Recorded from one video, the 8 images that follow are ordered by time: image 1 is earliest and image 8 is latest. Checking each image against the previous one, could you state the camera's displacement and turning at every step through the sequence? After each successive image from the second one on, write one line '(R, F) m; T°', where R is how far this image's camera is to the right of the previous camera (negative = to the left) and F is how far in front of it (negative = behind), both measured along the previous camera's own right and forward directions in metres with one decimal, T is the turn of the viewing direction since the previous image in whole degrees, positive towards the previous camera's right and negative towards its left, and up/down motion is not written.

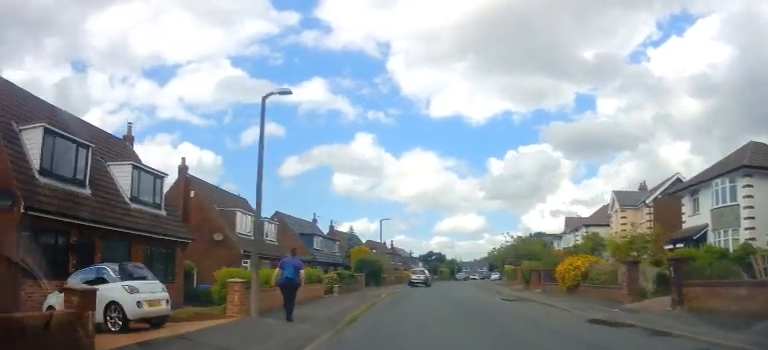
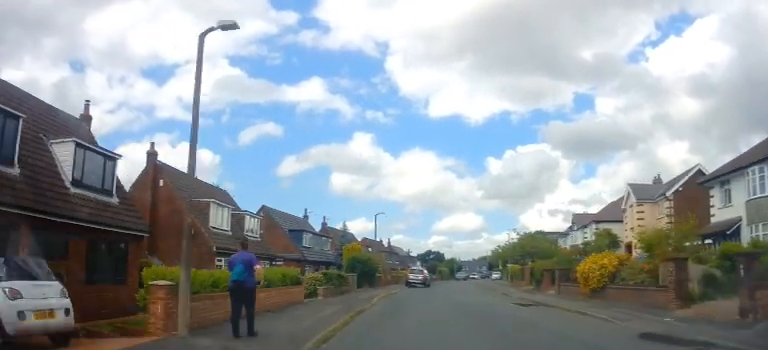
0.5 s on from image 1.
(0.0, +3.3) m; 0°
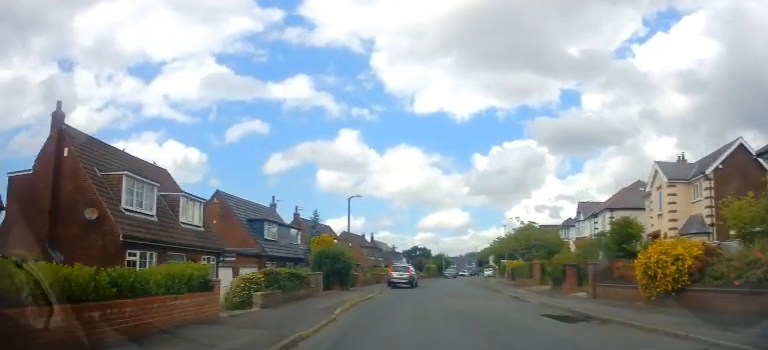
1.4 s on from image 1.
(0.0, +6.8) m; +1°
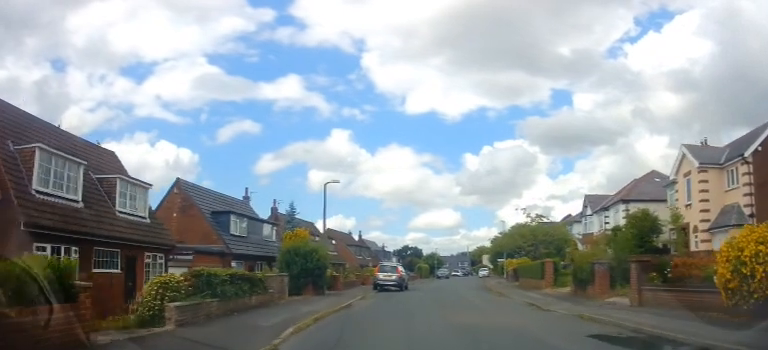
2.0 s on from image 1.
(0.0, +4.4) m; +2°
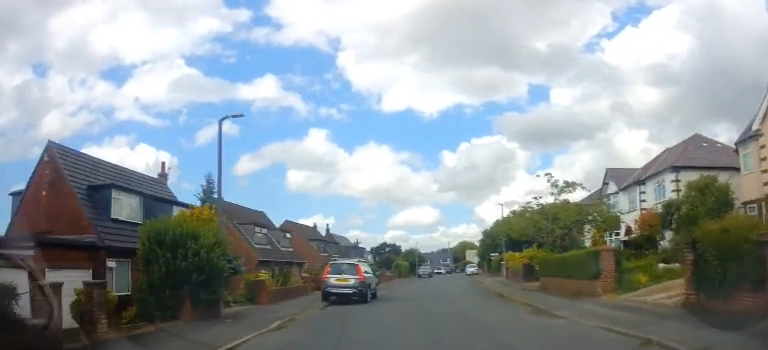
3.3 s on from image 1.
(+0.4, +10.4) m; +3°
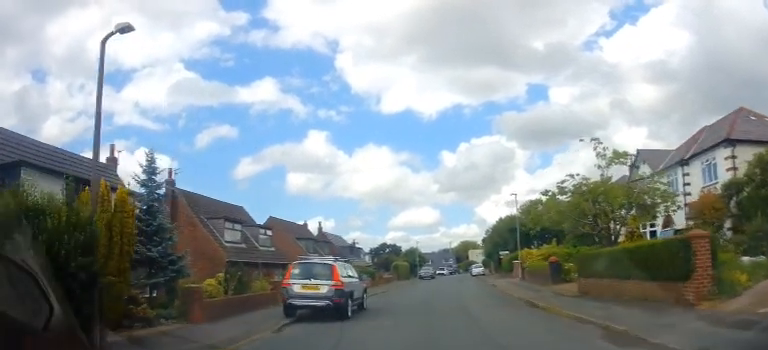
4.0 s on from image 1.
(0.0, +5.8) m; 0°
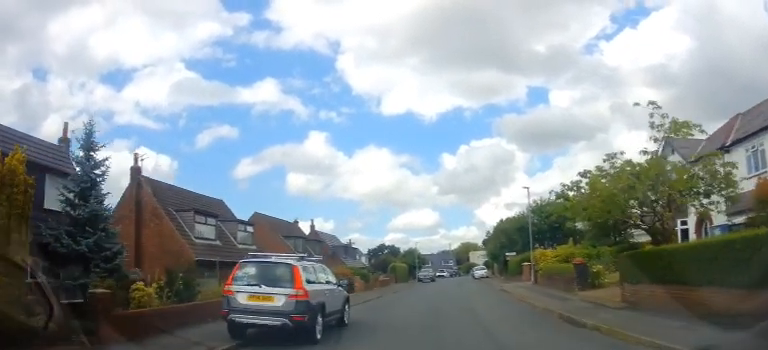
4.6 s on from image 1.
(0.0, +4.1) m; 0°
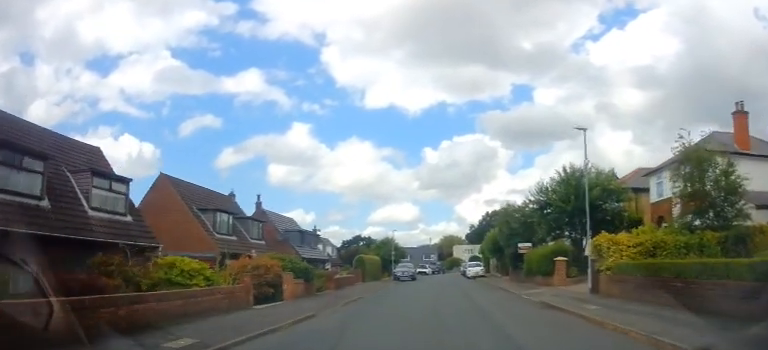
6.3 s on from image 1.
(+0.2, +12.8) m; +3°
